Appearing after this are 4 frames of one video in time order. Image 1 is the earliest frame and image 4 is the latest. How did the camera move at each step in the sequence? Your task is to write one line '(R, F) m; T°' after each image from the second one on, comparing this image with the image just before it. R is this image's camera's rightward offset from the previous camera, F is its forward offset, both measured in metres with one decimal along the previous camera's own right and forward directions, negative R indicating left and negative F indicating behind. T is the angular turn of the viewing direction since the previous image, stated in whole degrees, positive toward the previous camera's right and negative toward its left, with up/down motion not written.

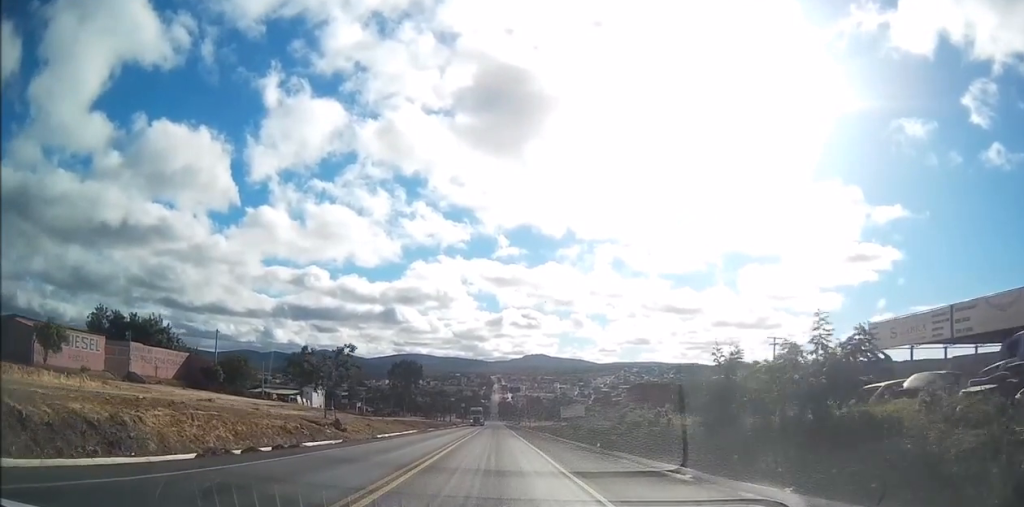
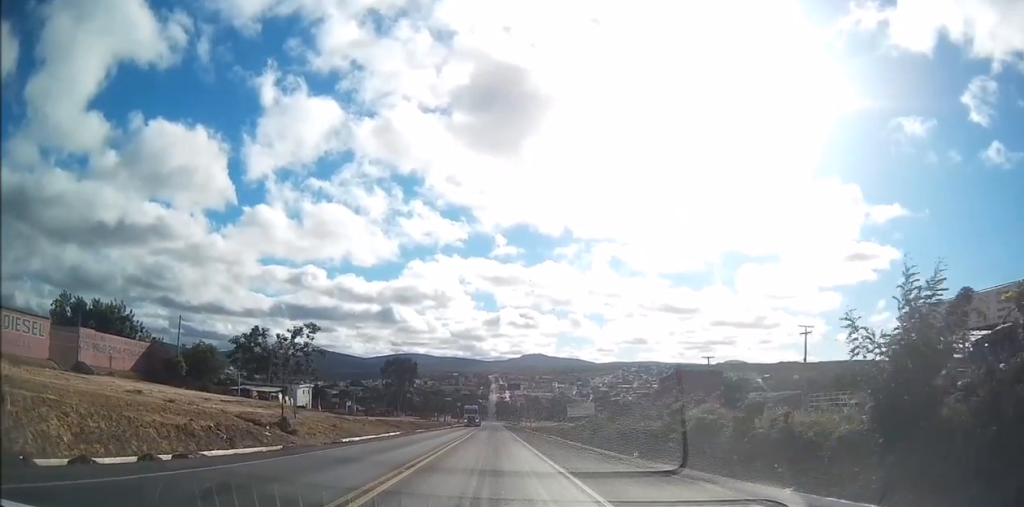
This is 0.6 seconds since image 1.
(0.0, +9.4) m; 0°
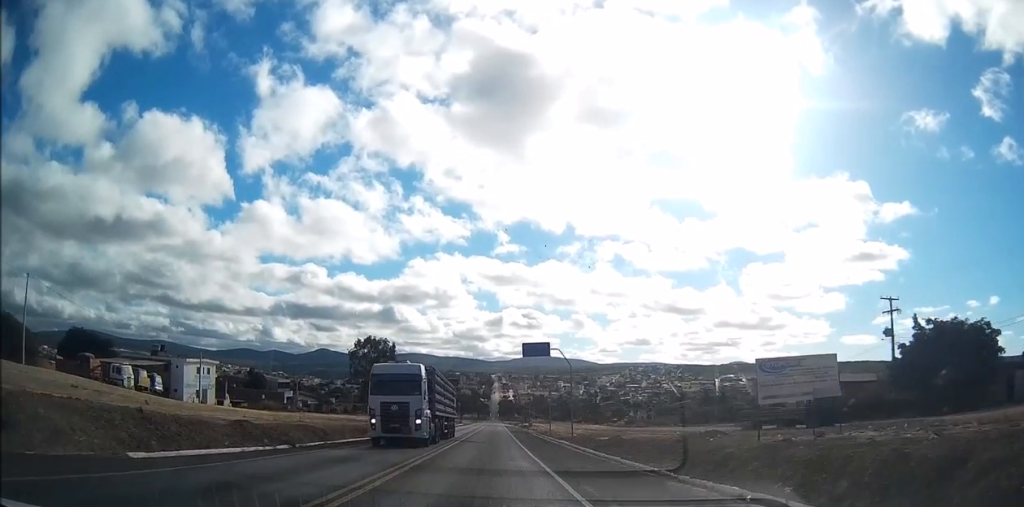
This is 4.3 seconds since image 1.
(-0.1, +51.4) m; 0°
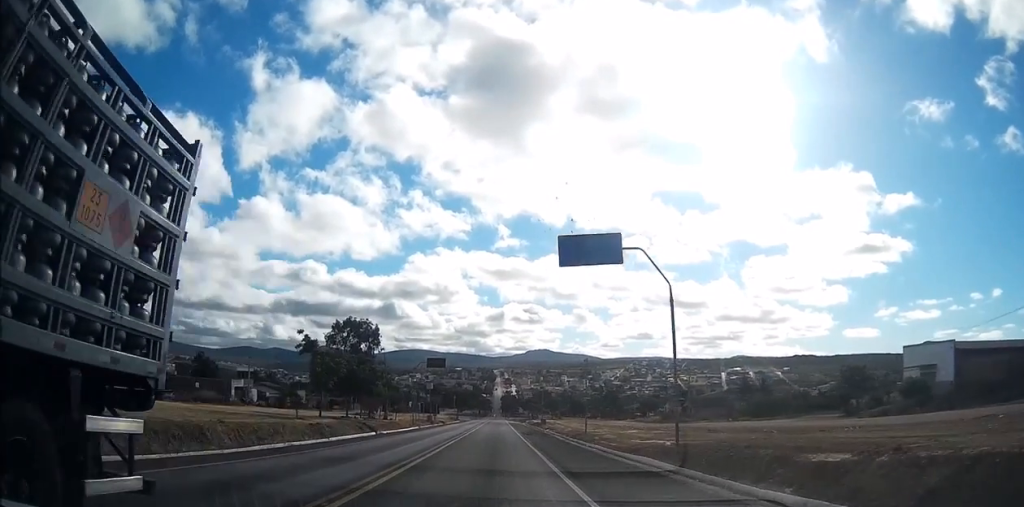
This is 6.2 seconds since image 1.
(-0.2, +25.2) m; 0°
